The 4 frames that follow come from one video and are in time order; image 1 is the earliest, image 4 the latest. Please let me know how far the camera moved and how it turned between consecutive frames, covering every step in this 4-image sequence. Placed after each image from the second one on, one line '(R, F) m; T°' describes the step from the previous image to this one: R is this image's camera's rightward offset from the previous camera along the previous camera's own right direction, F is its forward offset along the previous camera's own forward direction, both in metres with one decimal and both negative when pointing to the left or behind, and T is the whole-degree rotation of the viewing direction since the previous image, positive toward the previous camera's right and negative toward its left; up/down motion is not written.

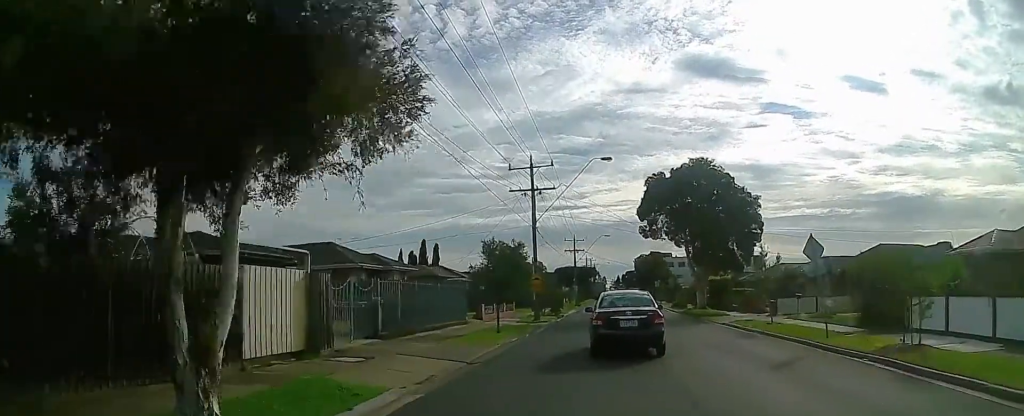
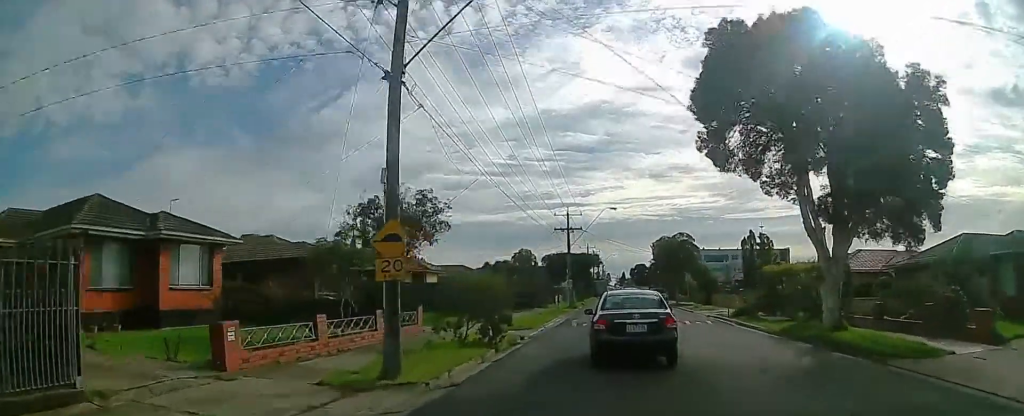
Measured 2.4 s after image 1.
(-1.5, +22.3) m; -4°
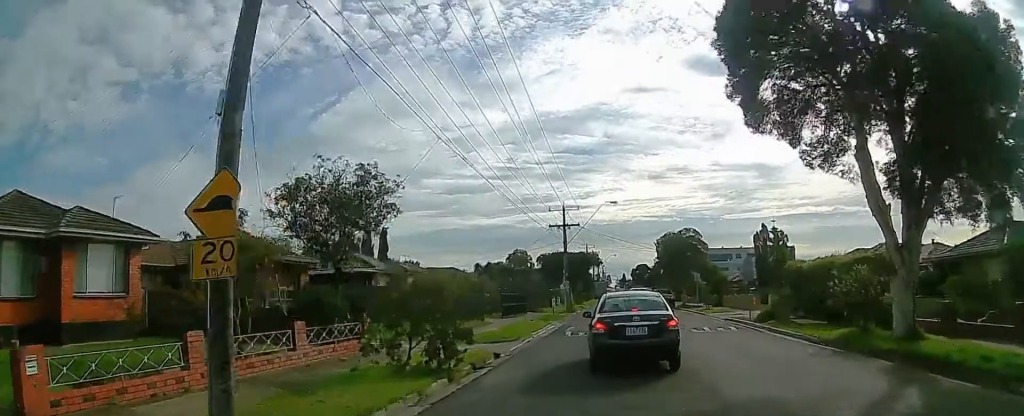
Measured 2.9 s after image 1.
(-0.2, +5.3) m; +3°
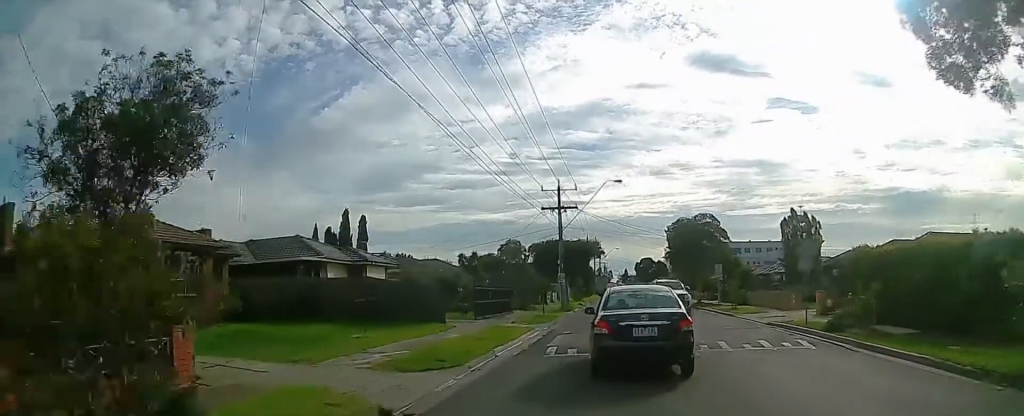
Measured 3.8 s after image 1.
(+1.0, +8.7) m; +1°
